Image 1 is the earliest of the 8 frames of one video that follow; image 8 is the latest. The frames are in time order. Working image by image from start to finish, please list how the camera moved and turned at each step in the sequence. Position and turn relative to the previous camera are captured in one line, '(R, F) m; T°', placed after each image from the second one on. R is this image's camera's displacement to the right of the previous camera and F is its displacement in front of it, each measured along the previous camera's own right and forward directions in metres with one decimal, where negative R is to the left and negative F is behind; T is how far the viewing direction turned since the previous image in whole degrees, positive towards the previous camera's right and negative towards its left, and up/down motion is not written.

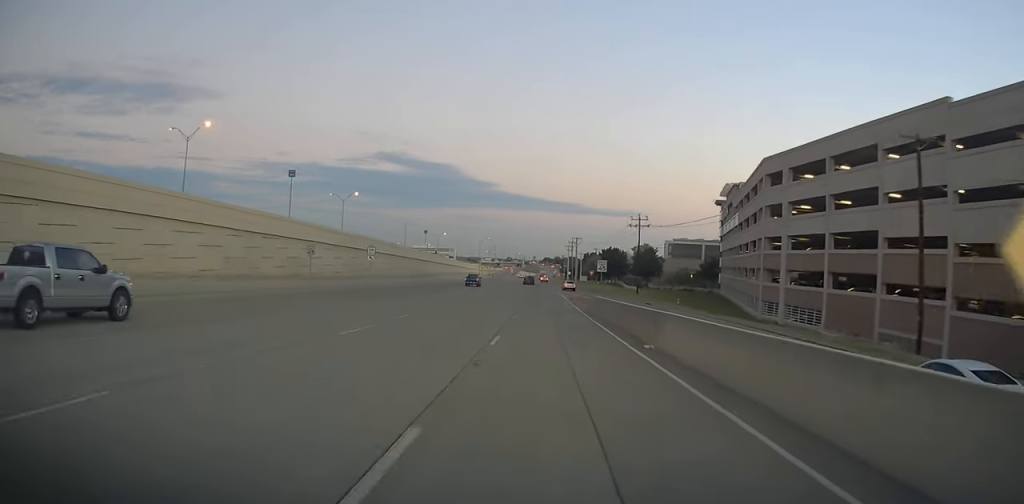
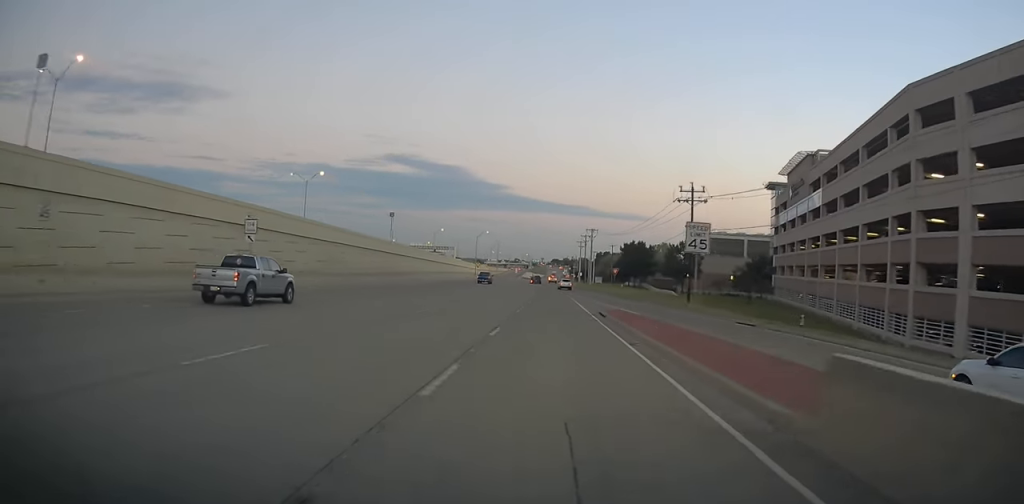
(-0.7, +31.5) m; -2°
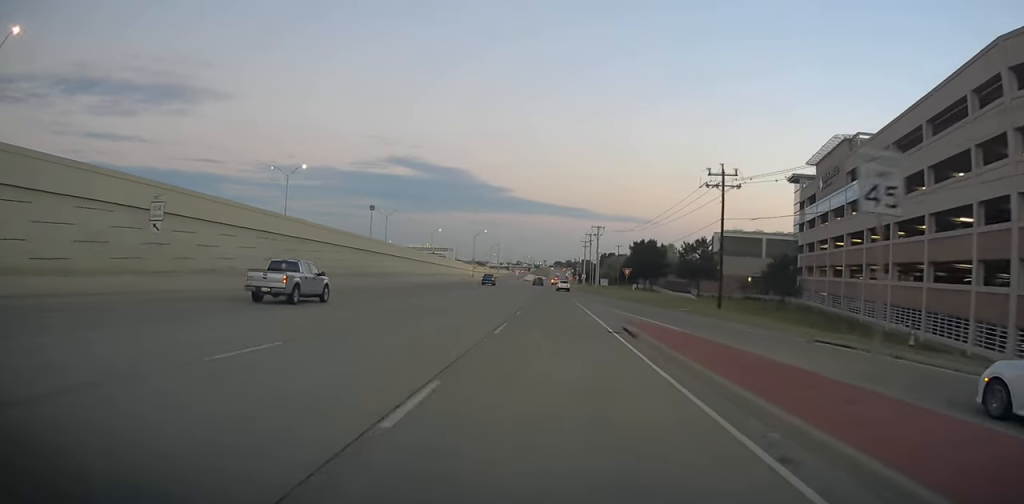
(0.0, +11.2) m; 0°
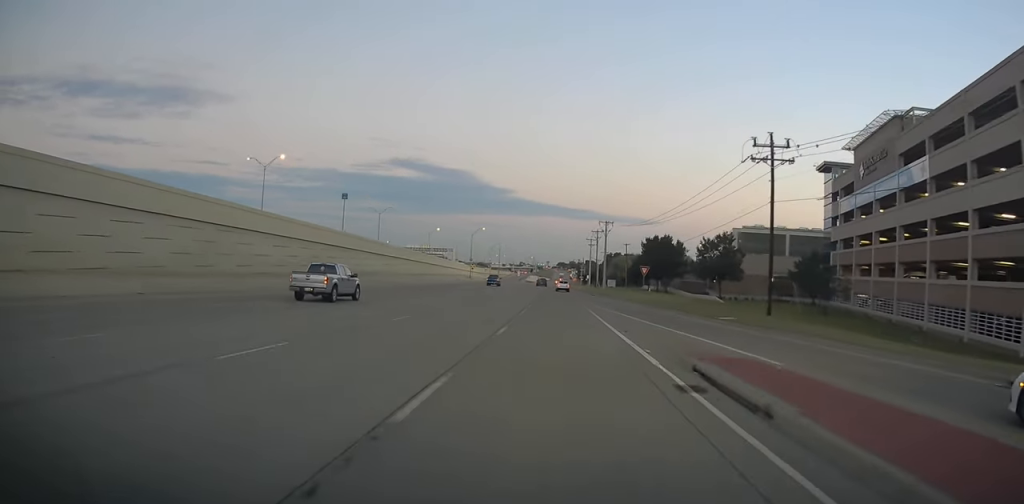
(+0.3, +11.8) m; 0°
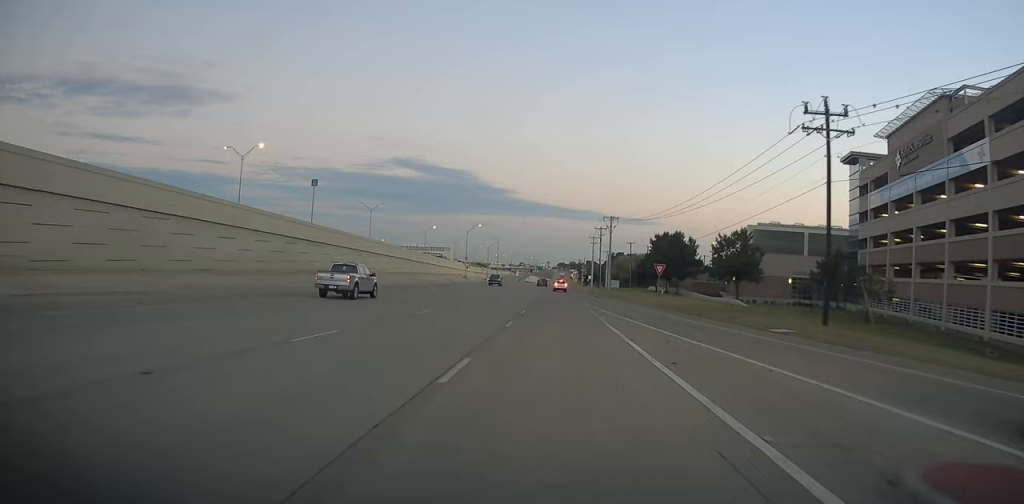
(-0.1, +9.1) m; 0°
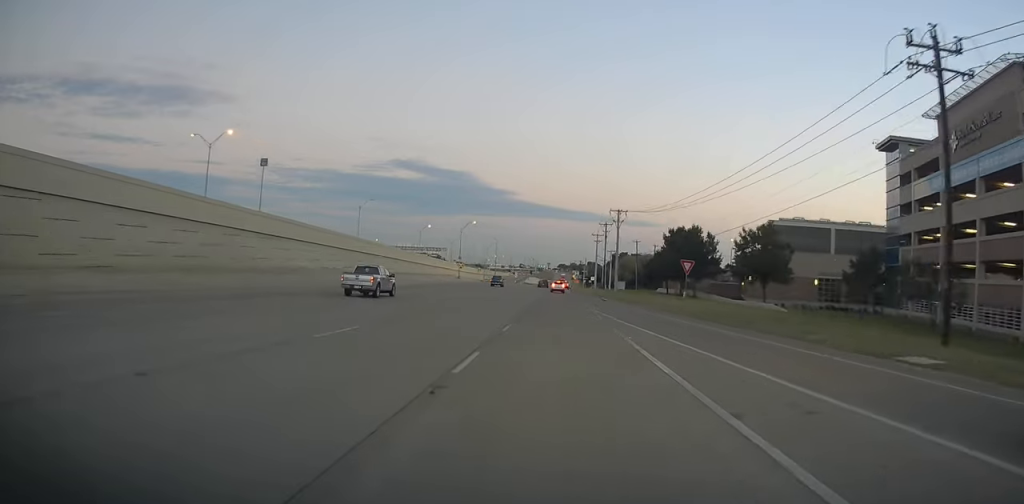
(-0.3, +11.1) m; 0°
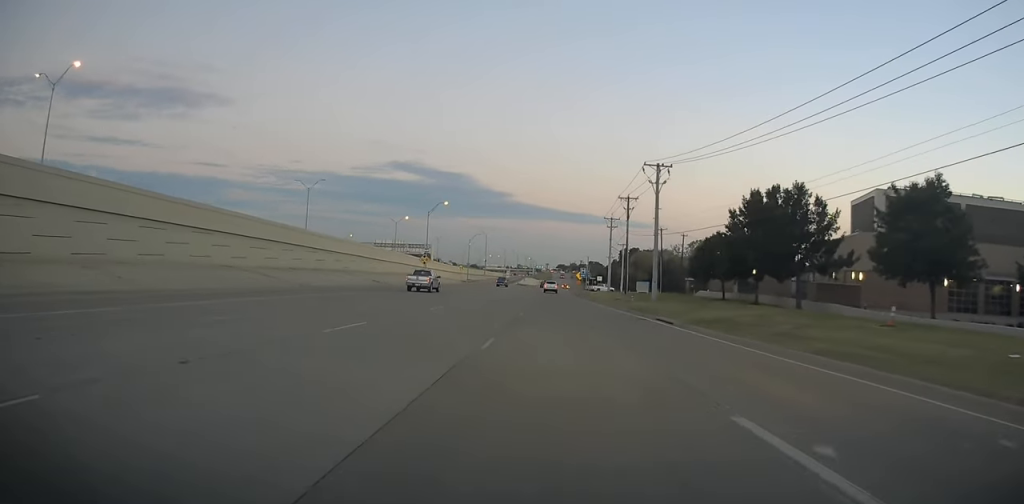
(+0.7, +37.1) m; 0°
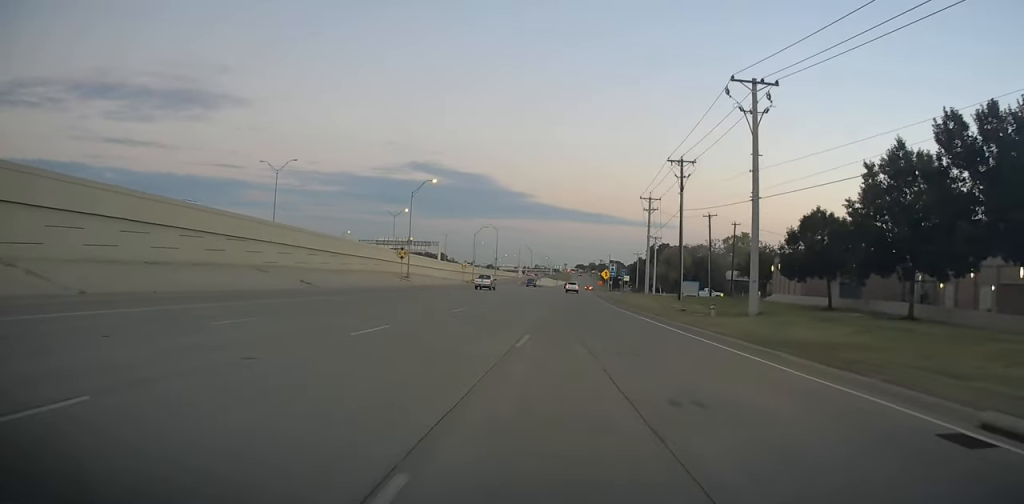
(-0.7, +25.9) m; -1°
